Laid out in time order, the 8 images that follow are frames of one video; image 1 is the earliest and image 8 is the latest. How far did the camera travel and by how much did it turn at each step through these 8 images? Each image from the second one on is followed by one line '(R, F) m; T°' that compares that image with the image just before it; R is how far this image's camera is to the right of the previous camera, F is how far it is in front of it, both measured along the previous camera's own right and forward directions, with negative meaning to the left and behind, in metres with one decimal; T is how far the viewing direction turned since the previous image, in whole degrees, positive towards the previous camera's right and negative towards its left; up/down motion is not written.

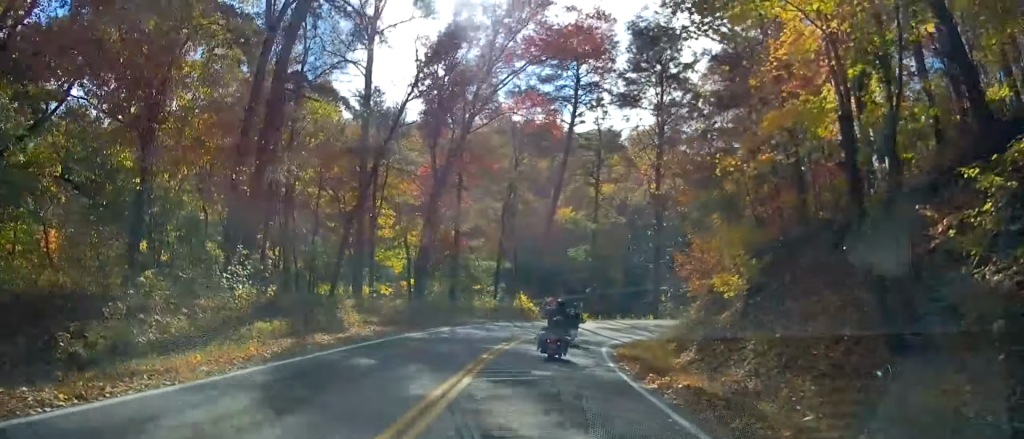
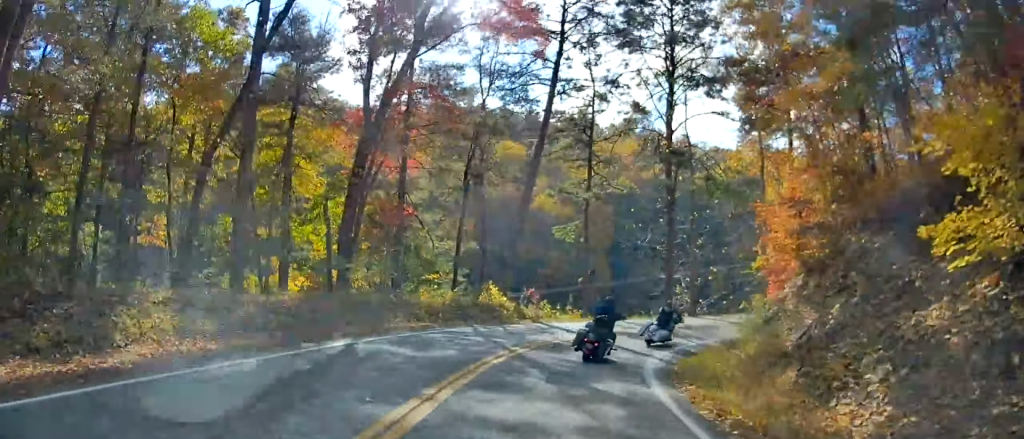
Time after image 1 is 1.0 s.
(-0.5, +12.1) m; -2°
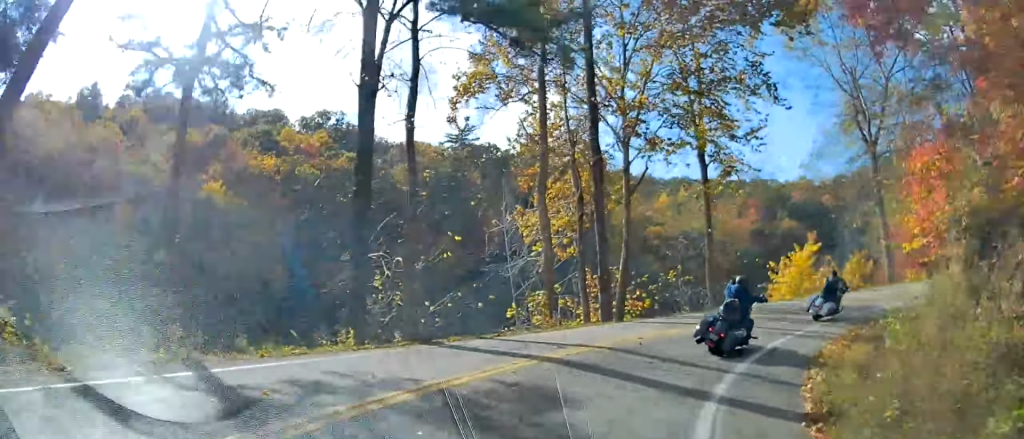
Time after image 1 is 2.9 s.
(+3.6, +19.8) m; +37°
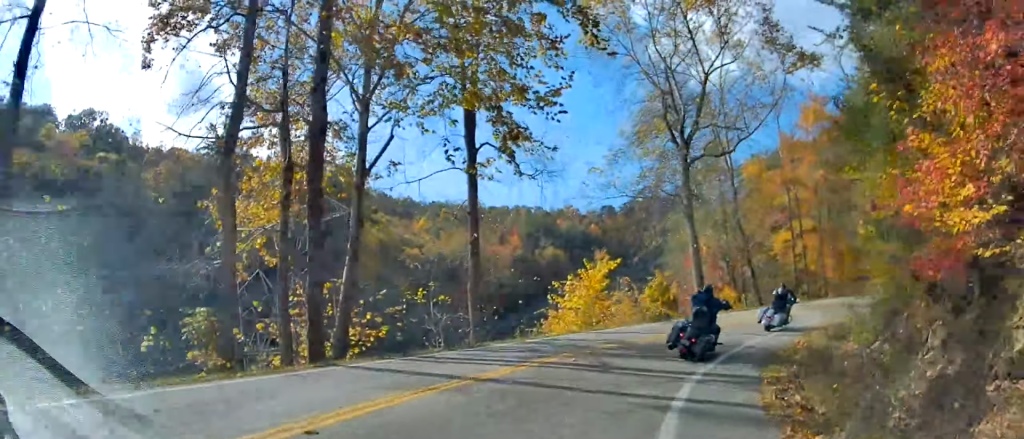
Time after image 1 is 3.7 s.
(+2.0, +8.2) m; +22°
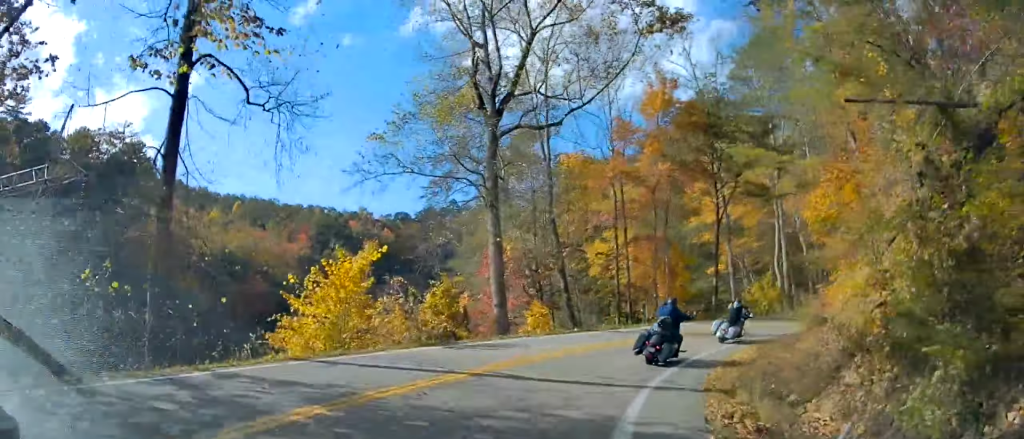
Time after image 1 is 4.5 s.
(+1.0, +8.8) m; +16°
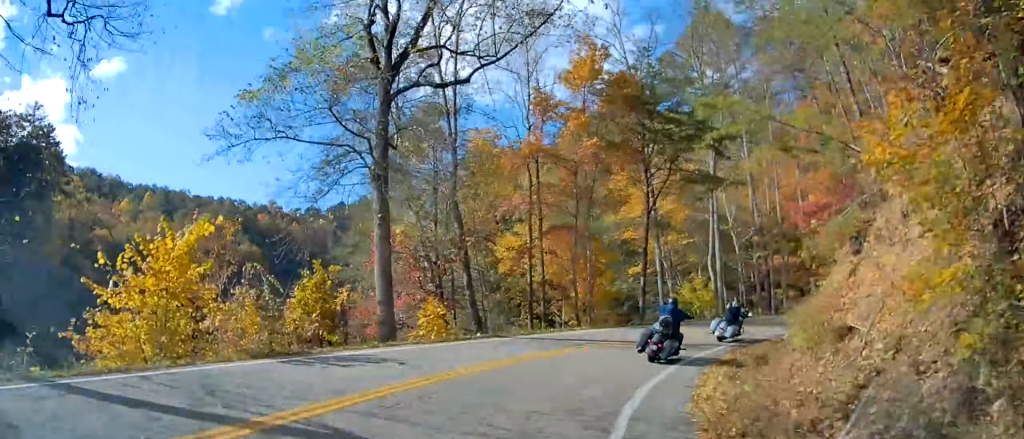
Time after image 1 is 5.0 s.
(+0.8, +5.2) m; +8°
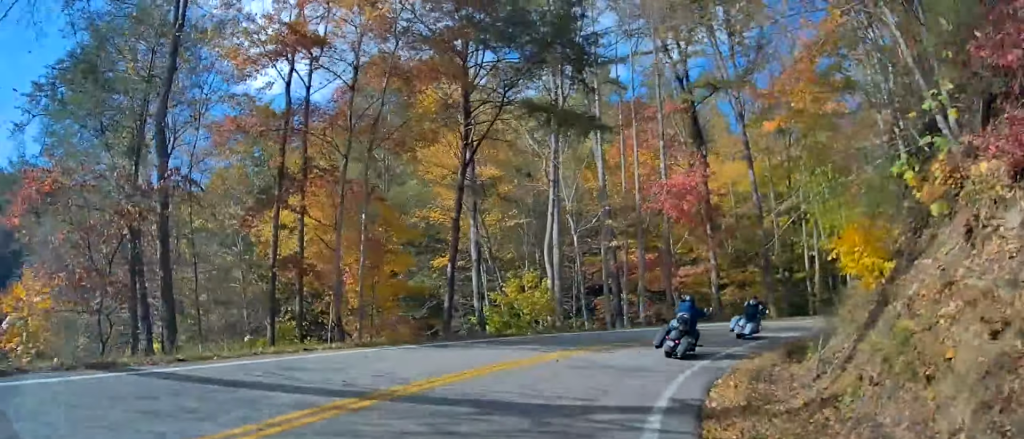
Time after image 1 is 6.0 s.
(+1.9, +11.7) m; +14°
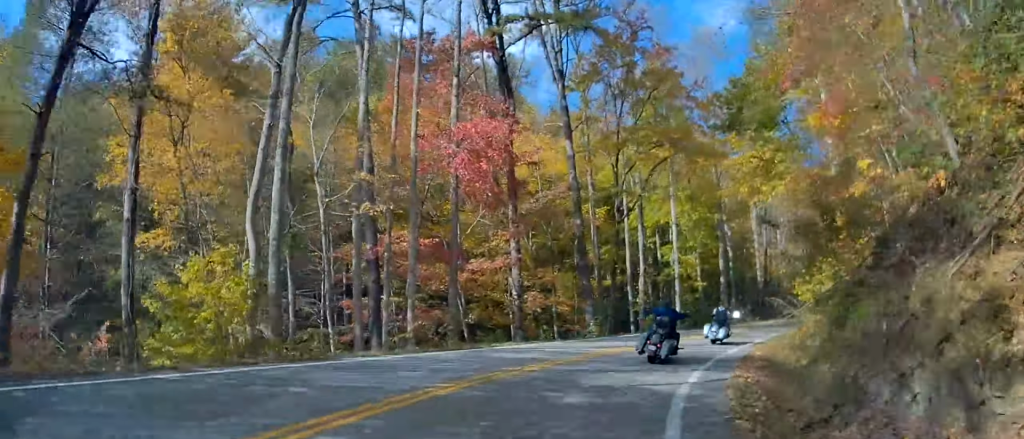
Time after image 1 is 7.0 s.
(+1.0, +12.3) m; +11°
